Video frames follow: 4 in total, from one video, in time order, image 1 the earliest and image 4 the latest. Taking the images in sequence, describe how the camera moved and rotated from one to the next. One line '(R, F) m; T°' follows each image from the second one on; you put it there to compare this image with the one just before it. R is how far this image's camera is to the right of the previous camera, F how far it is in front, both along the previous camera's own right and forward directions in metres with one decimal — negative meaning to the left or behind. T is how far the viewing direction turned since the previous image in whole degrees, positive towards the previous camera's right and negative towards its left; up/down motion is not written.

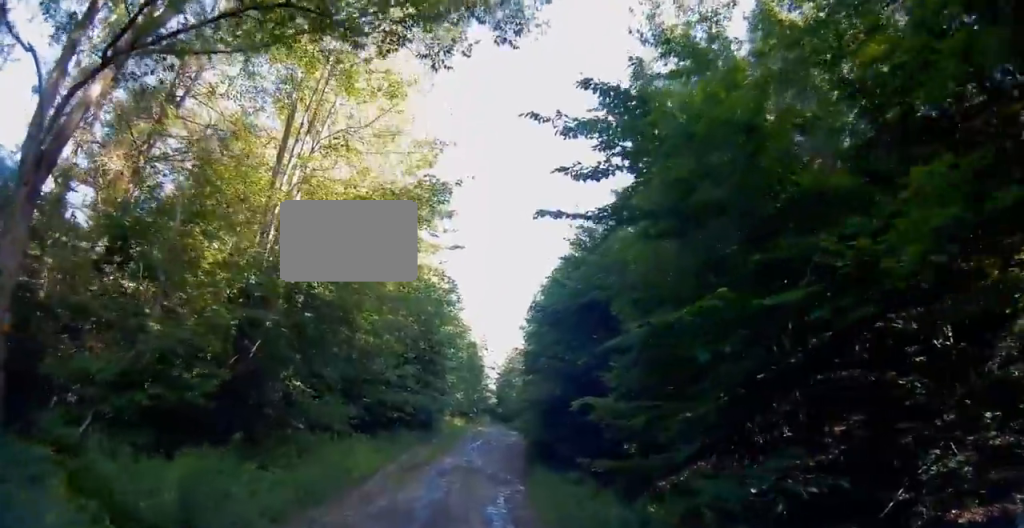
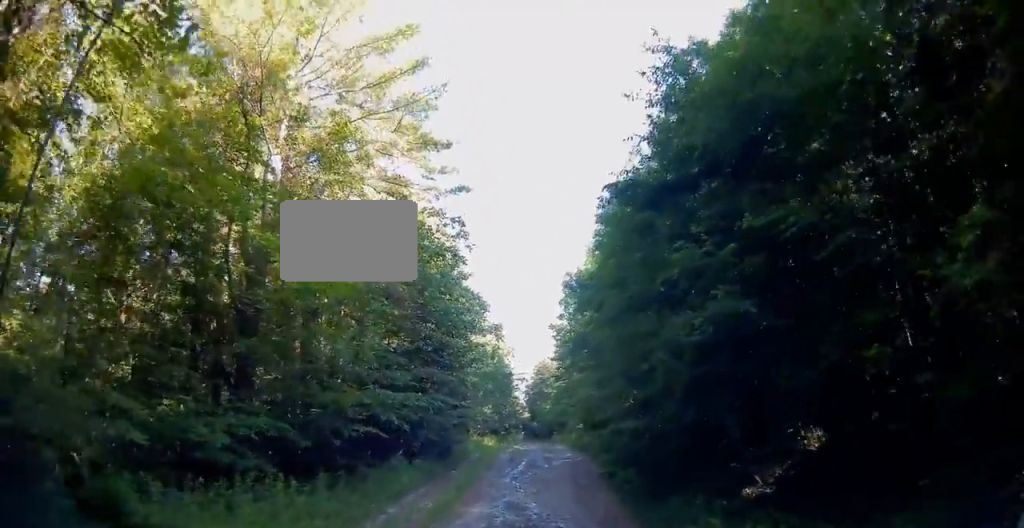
(-1.7, +9.9) m; -16°
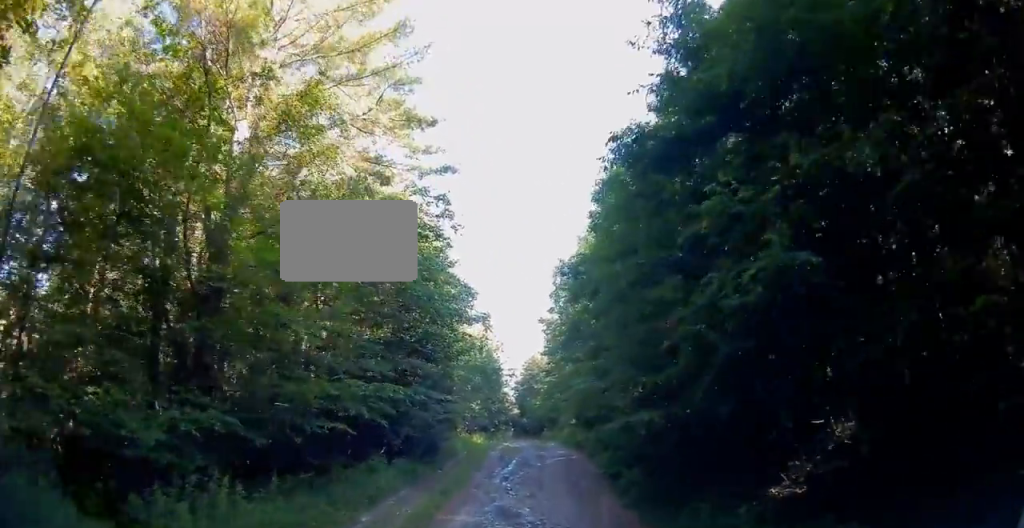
(+0.2, +1.2) m; +2°
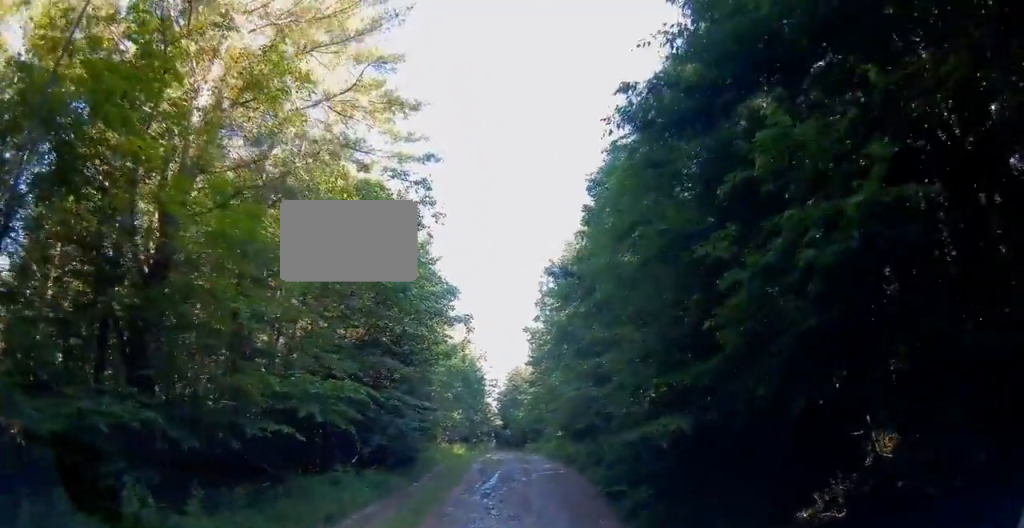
(0.0, +1.3) m; -1°
